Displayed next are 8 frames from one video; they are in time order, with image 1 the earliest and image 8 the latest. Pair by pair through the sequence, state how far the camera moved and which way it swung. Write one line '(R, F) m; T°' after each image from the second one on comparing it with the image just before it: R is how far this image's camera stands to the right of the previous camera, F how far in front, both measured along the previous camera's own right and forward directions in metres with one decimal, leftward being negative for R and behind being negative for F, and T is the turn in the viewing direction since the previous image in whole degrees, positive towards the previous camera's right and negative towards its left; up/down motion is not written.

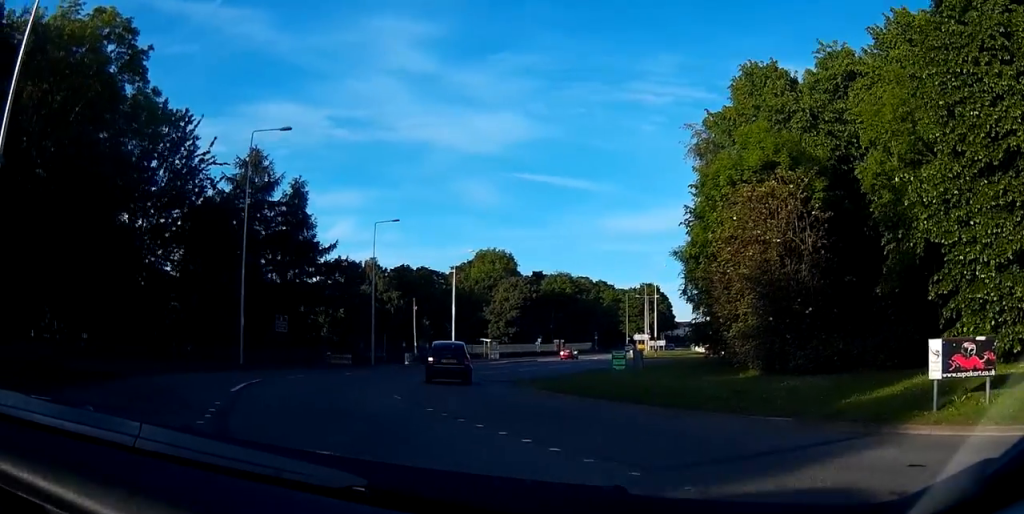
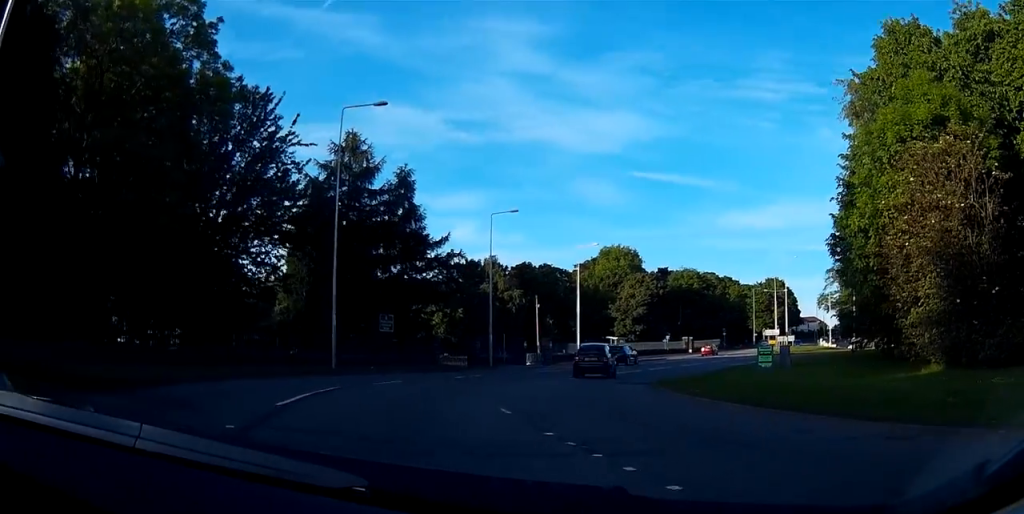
(+0.3, +4.7) m; -2°
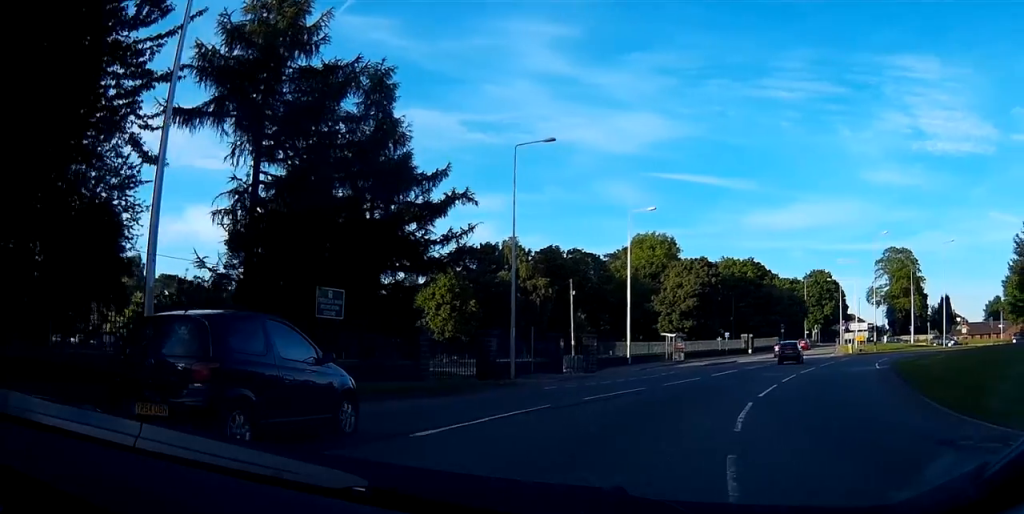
(-0.1, +20.7) m; +9°
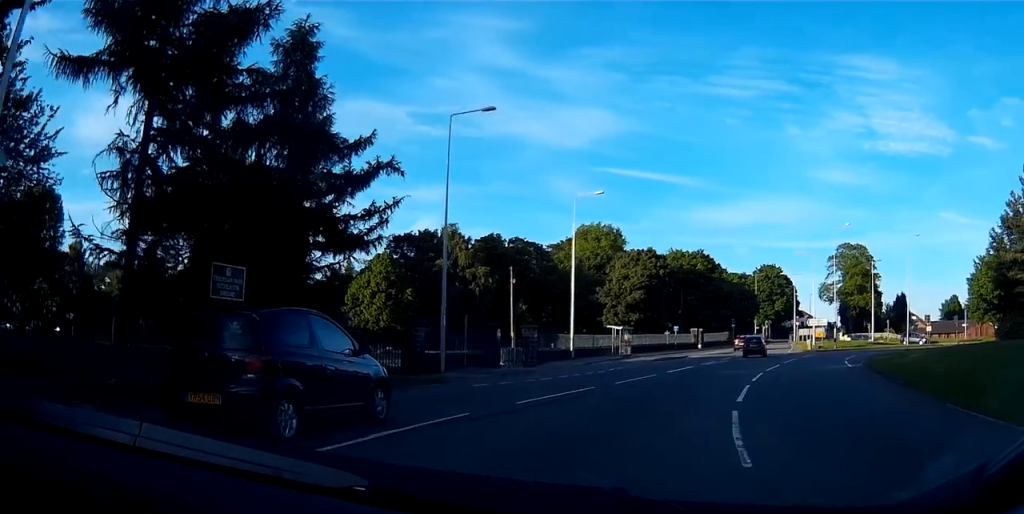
(0.0, +4.0) m; +5°
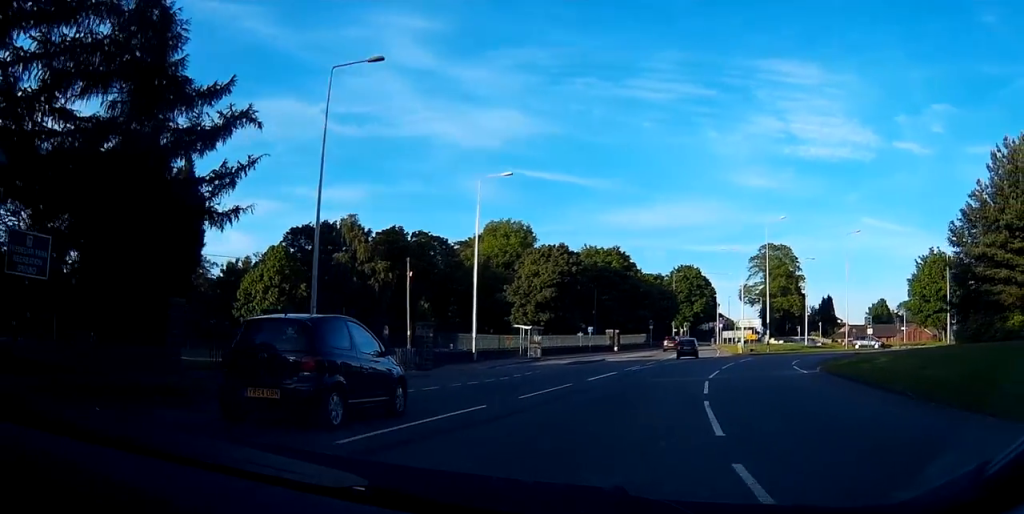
(+0.5, +6.5) m; +8°
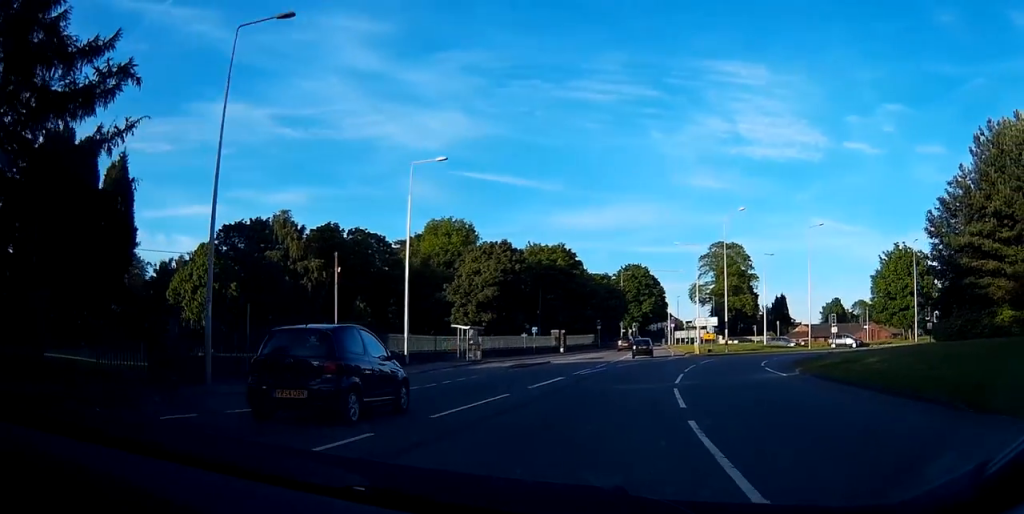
(+0.2, +4.6) m; +5°
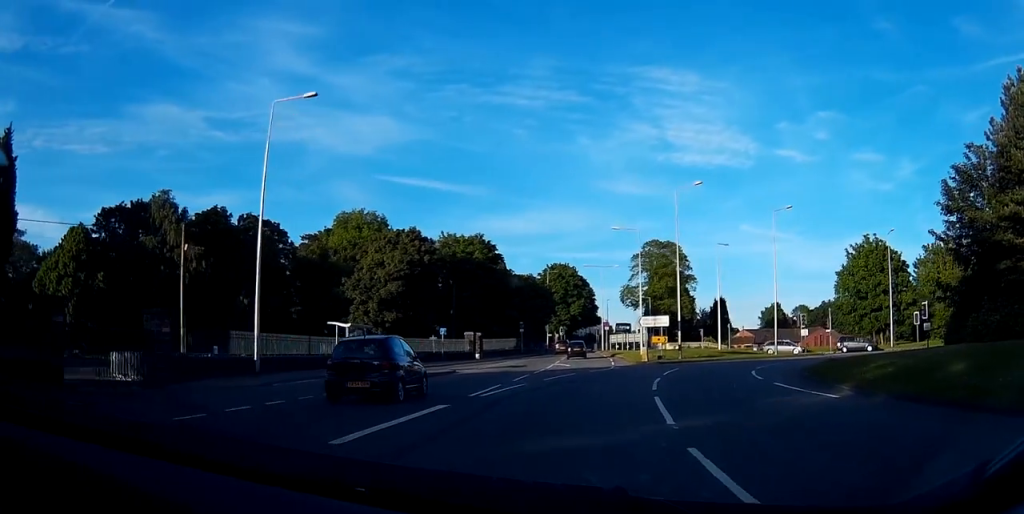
(+1.2, +12.5) m; +8°
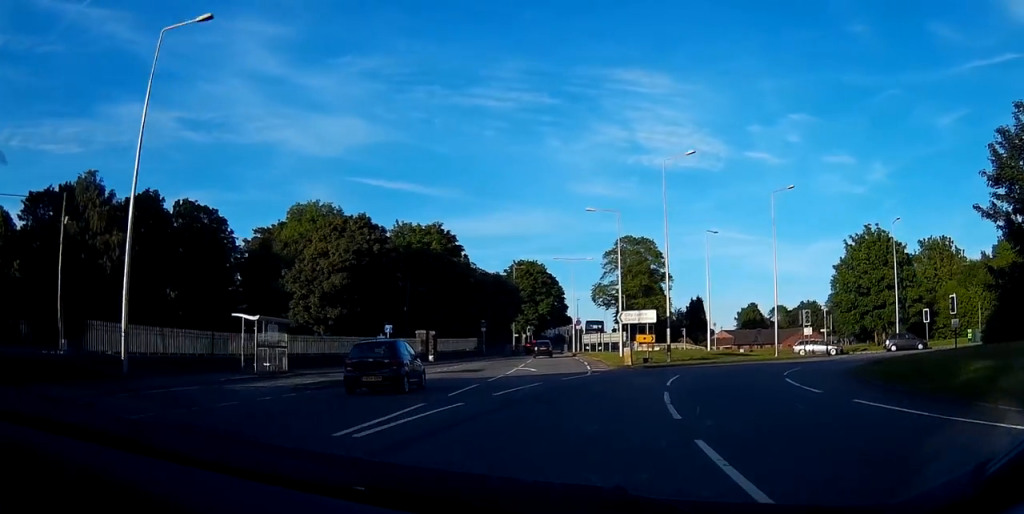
(+0.2, +8.3) m; +3°
